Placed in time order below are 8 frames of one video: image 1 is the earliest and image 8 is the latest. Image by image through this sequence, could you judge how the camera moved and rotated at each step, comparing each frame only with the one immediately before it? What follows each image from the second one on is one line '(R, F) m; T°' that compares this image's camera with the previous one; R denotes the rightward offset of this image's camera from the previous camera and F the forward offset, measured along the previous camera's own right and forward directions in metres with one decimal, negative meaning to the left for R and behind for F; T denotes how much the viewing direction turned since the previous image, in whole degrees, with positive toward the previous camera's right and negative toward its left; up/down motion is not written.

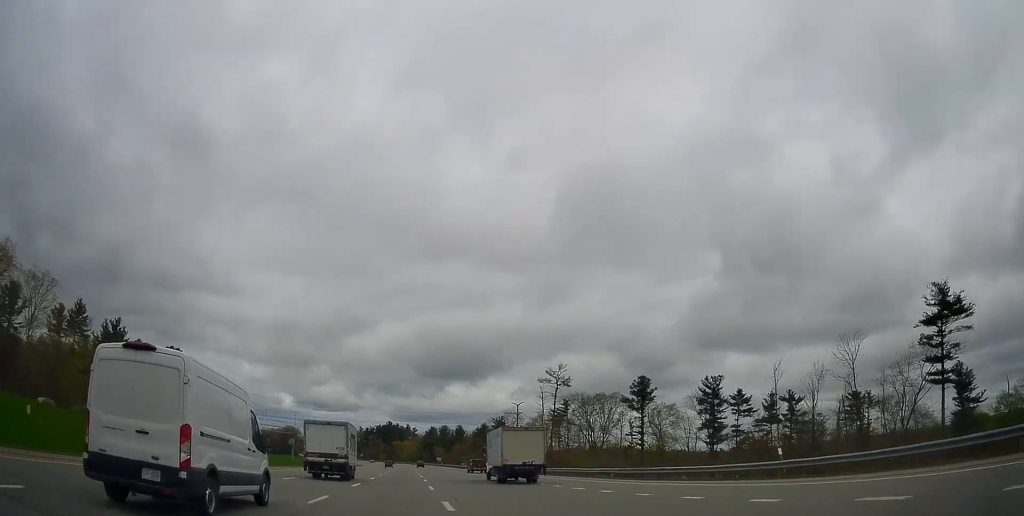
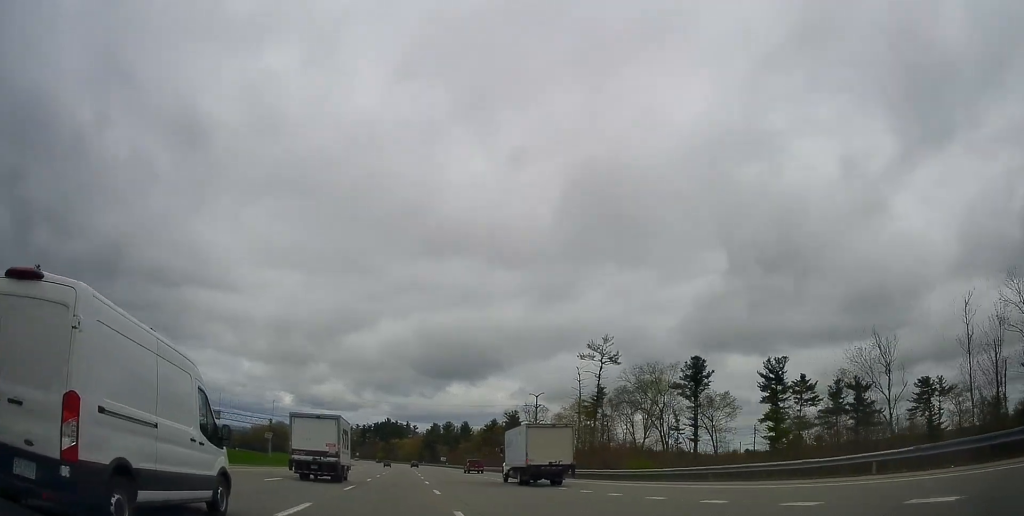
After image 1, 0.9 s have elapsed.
(-0.1, +28.2) m; 0°
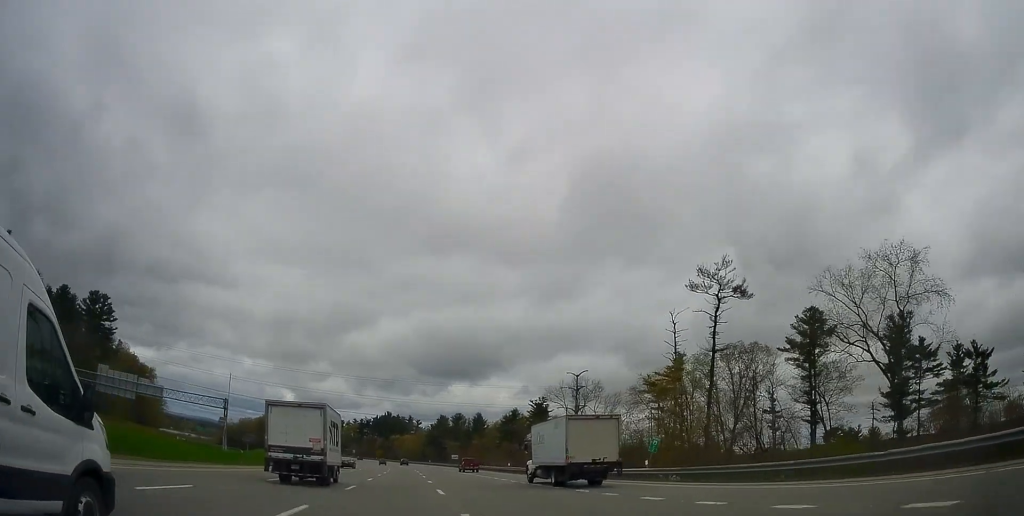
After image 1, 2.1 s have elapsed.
(0.0, +37.0) m; 0°
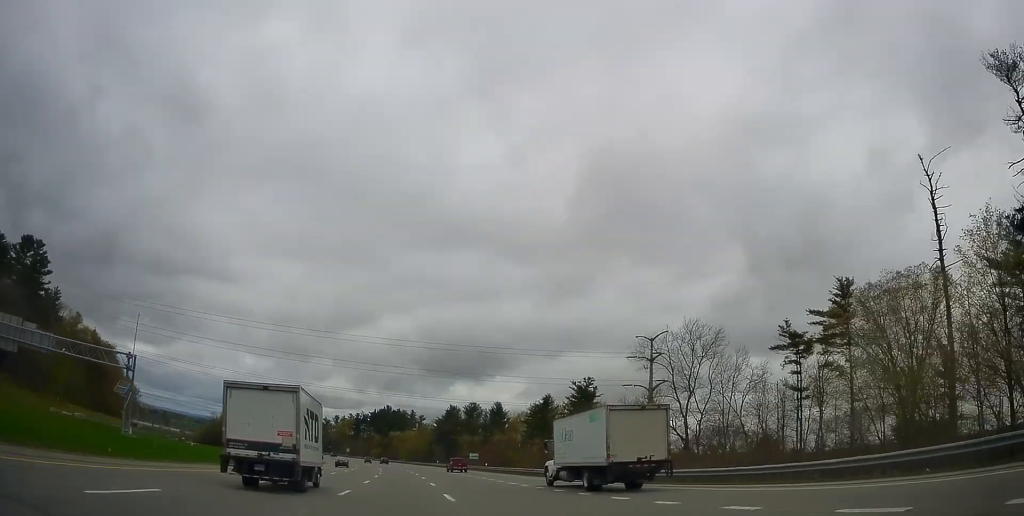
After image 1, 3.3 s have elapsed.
(0.0, +39.0) m; 0°
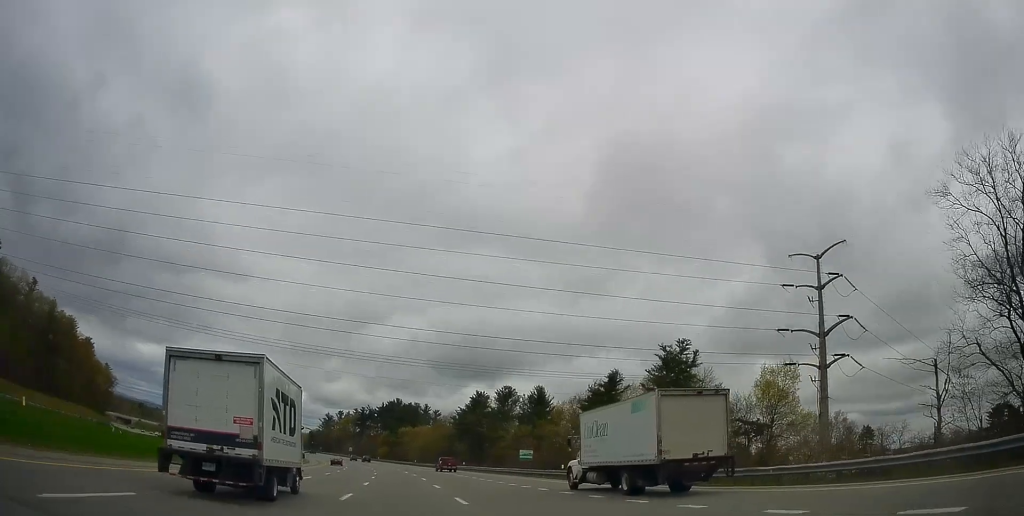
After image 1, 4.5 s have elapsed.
(-0.3, +38.3) m; +1°
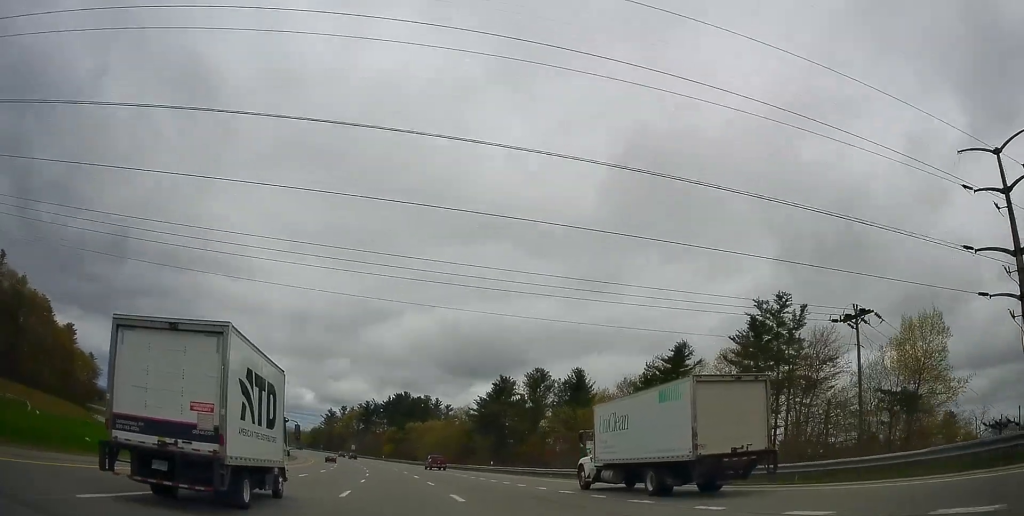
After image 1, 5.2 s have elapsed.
(+0.5, +23.1) m; 0°
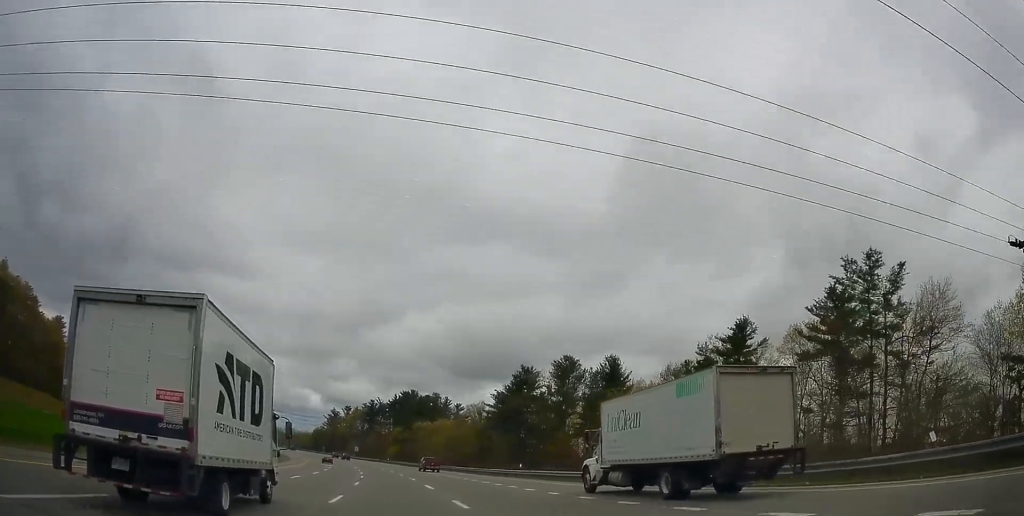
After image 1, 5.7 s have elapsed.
(+0.1, +14.2) m; 0°
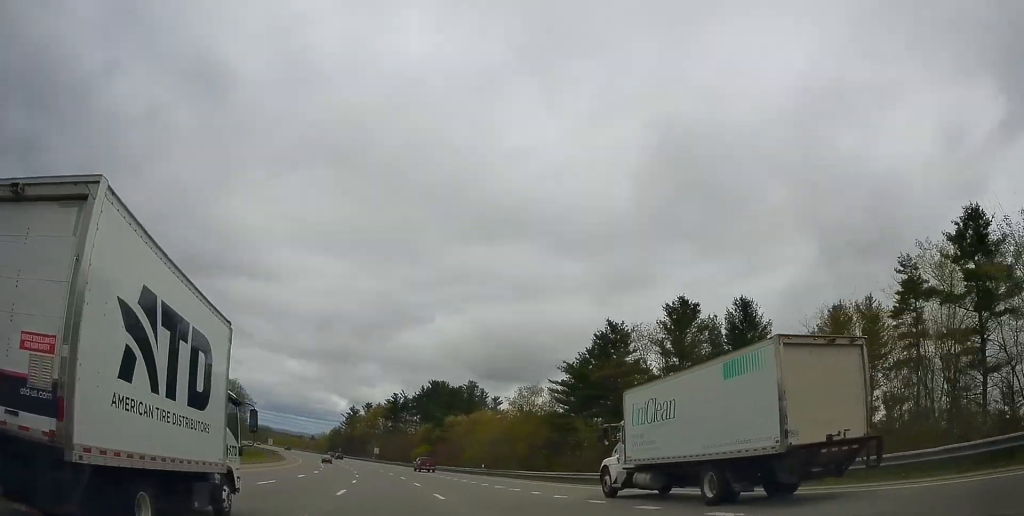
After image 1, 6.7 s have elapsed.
(-0.8, +31.7) m; -2°
